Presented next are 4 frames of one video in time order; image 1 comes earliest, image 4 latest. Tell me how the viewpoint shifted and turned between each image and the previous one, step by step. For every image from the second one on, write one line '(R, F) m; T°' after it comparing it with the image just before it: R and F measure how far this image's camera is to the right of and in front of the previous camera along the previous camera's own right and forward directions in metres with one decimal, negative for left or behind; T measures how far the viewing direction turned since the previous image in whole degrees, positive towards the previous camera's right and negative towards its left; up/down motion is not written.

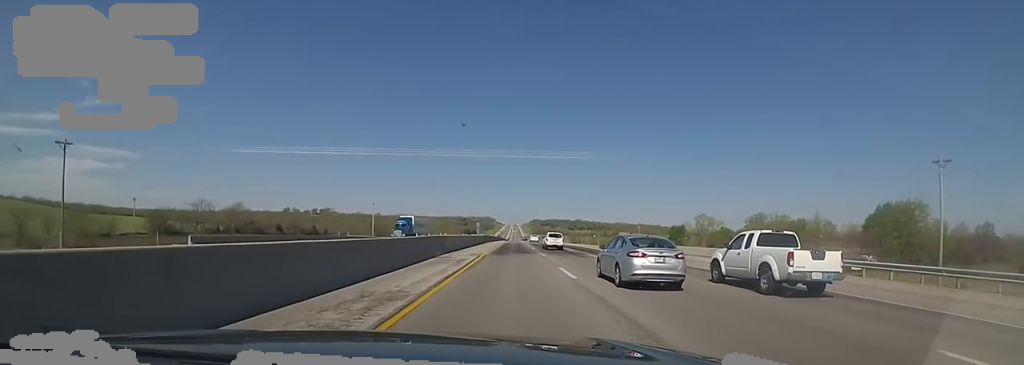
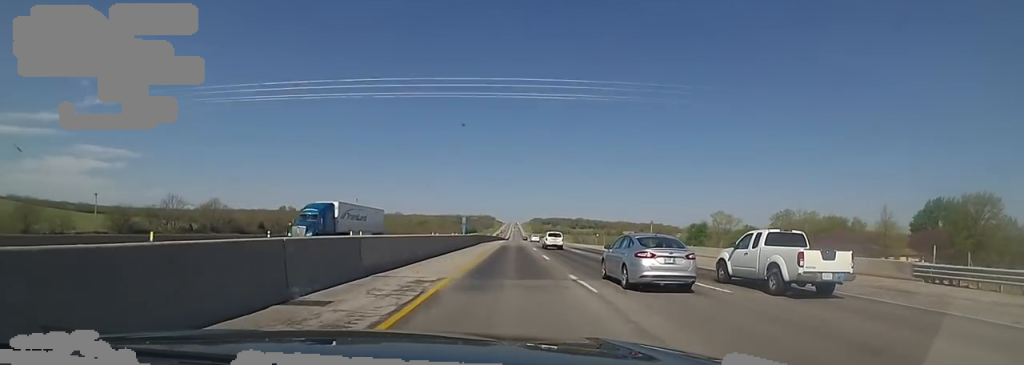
(0.0, +18.6) m; 0°
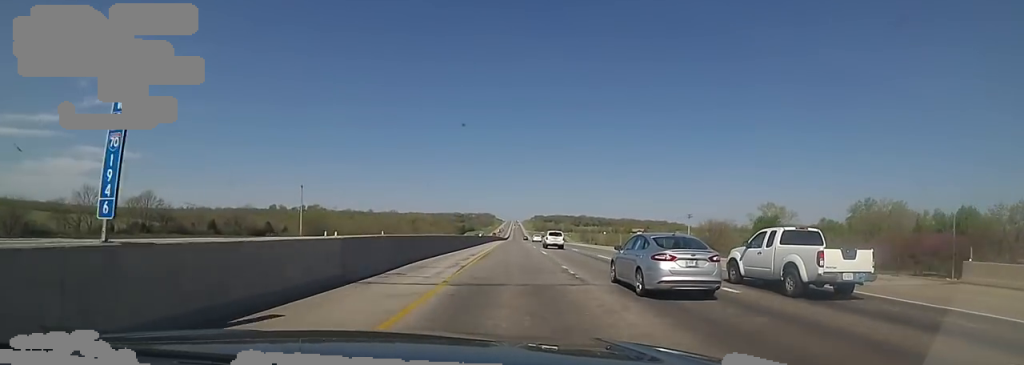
(0.0, +40.8) m; 0°
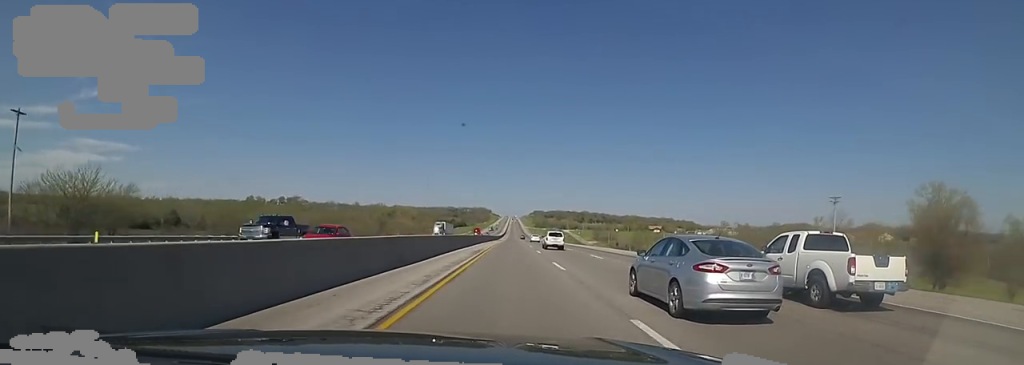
(+2.1, +74.3) m; +2°
